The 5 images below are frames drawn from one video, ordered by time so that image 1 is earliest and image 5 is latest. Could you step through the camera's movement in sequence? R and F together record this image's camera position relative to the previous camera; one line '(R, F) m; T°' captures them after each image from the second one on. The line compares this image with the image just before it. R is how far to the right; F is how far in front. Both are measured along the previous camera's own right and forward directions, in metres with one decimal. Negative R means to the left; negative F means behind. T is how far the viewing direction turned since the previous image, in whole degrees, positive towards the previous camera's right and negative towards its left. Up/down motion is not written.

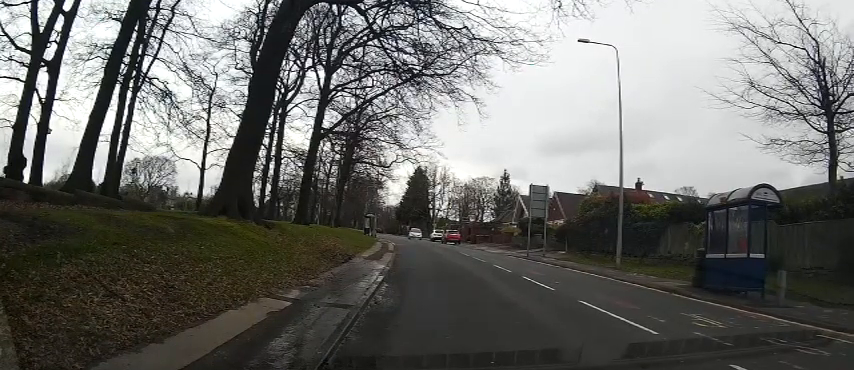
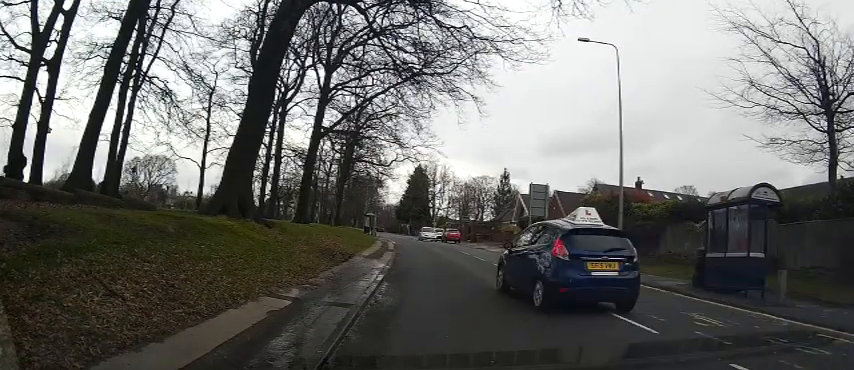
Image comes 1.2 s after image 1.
(0.0, 0.0) m; 0°
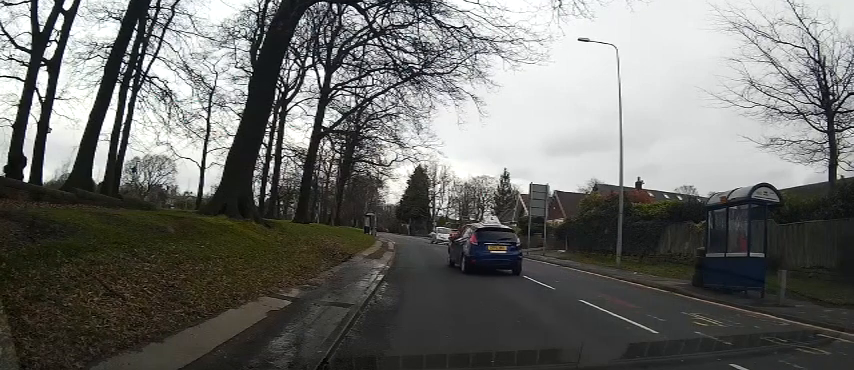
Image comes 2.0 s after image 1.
(-0.1, +0.3) m; 0°
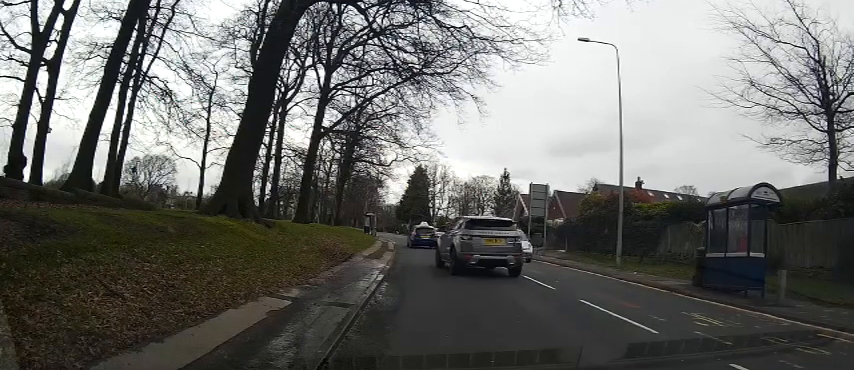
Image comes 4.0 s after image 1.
(-0.1, +0.5) m; 0°
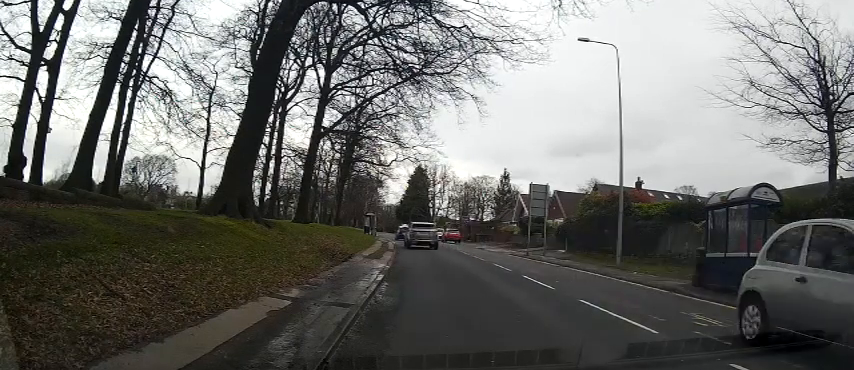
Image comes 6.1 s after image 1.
(0.0, +0.4) m; 0°
